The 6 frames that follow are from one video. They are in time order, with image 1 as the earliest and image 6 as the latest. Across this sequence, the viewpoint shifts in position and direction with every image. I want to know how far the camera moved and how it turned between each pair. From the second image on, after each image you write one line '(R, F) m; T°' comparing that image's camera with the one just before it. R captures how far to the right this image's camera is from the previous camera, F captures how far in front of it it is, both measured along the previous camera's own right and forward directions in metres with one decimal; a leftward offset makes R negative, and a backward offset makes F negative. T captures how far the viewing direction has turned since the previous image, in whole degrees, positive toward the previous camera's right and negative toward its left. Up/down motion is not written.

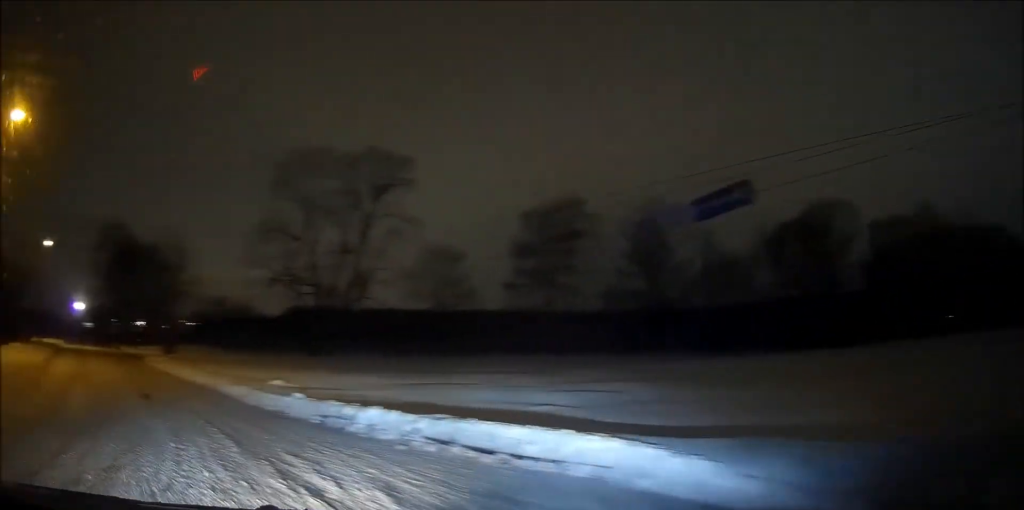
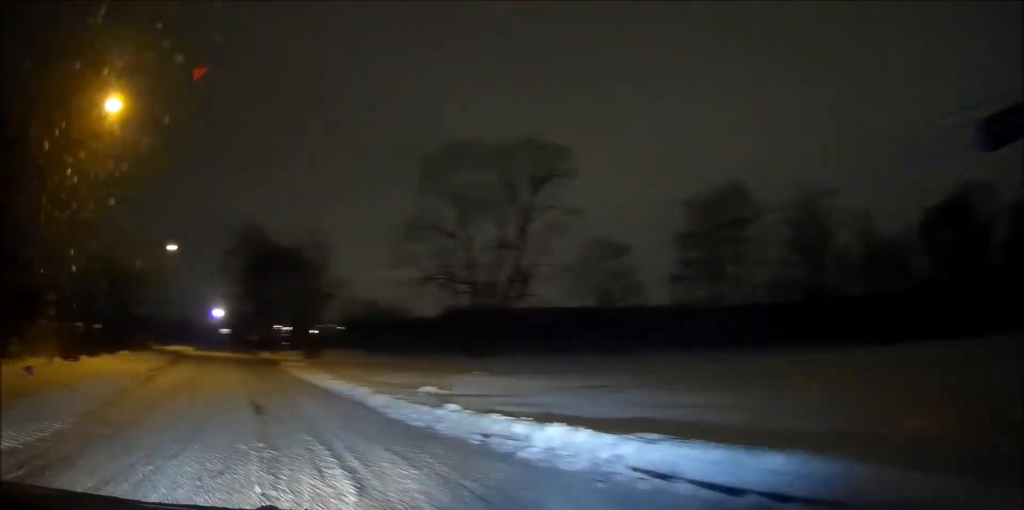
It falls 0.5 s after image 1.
(-0.2, +2.0) m; -9°
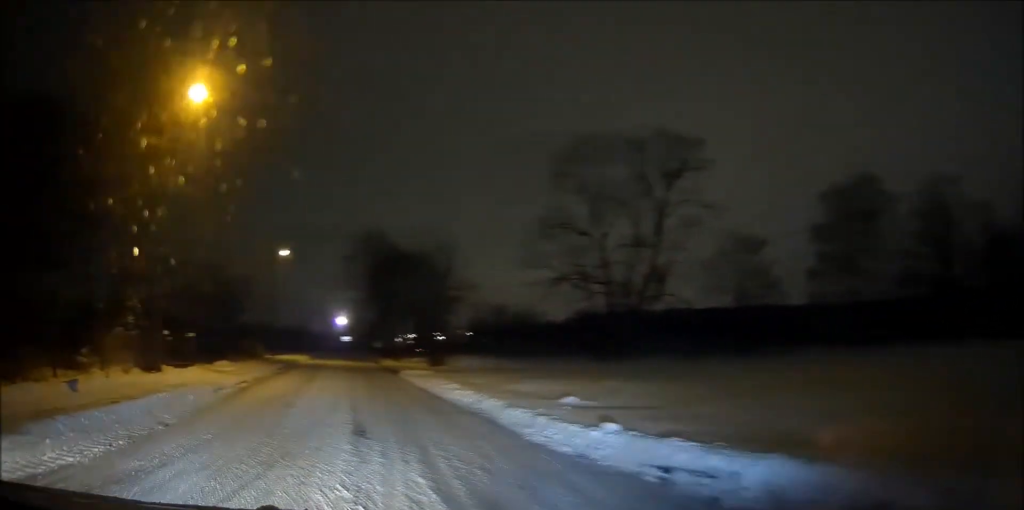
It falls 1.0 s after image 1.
(+0.1, +1.9) m; -8°
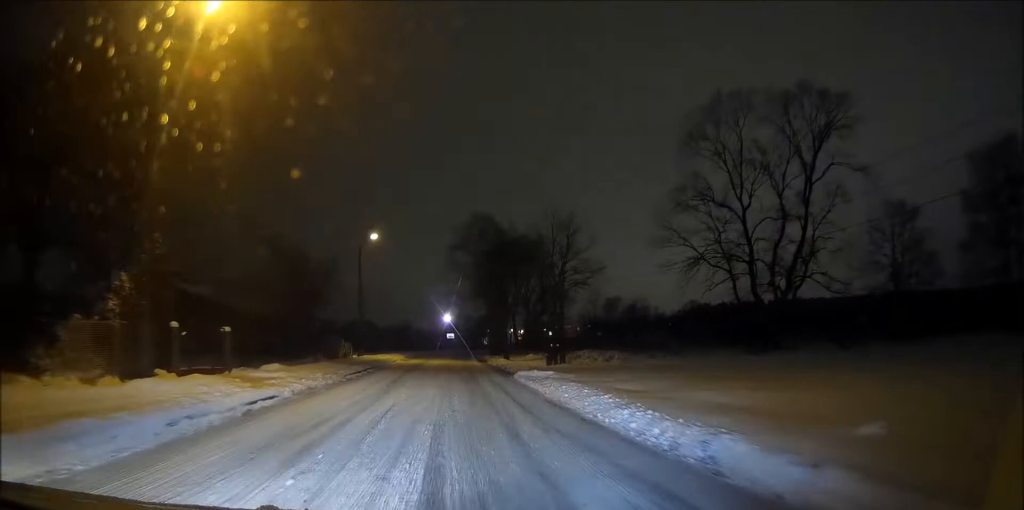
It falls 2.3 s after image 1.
(-1.5, +6.4) m; -23°
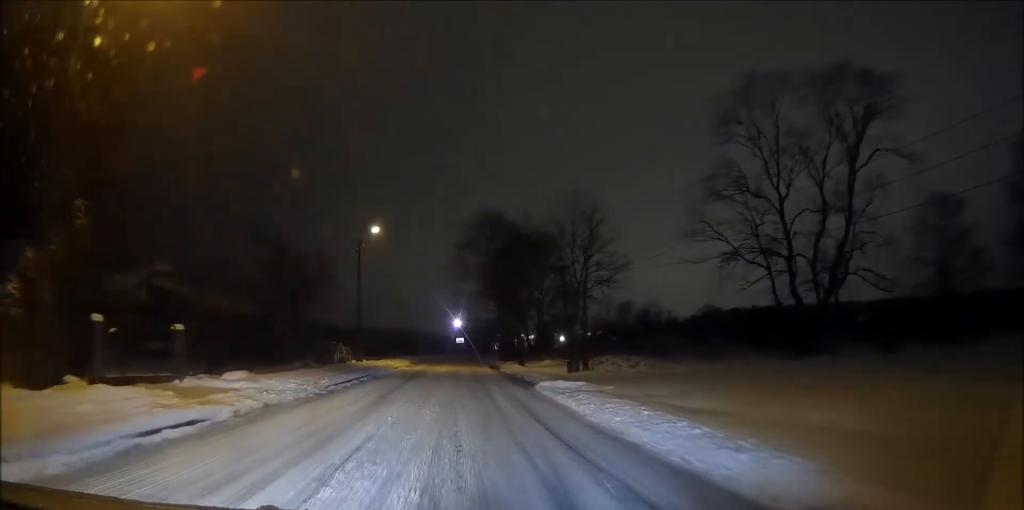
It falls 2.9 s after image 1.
(-0.4, +4.1) m; -6°
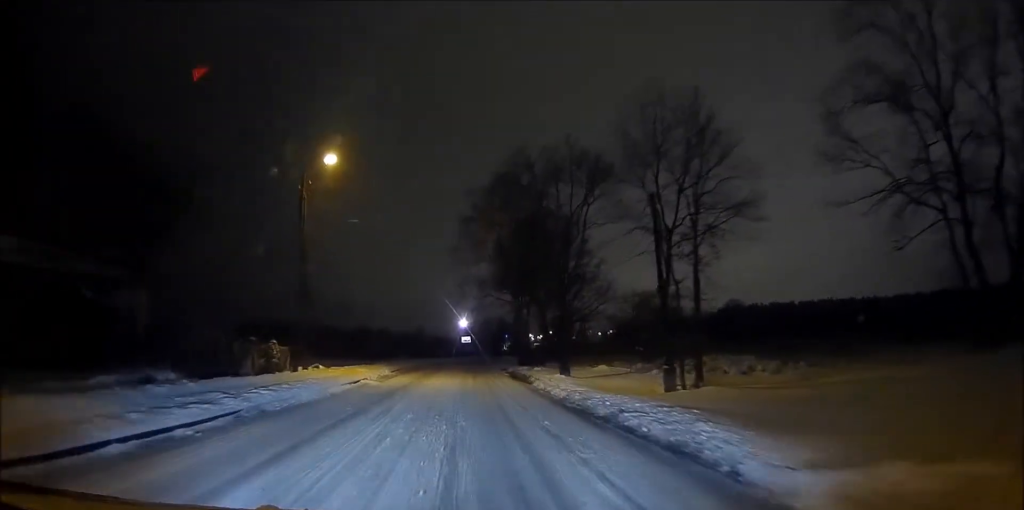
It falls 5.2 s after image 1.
(-0.7, +17.6) m; -2°
